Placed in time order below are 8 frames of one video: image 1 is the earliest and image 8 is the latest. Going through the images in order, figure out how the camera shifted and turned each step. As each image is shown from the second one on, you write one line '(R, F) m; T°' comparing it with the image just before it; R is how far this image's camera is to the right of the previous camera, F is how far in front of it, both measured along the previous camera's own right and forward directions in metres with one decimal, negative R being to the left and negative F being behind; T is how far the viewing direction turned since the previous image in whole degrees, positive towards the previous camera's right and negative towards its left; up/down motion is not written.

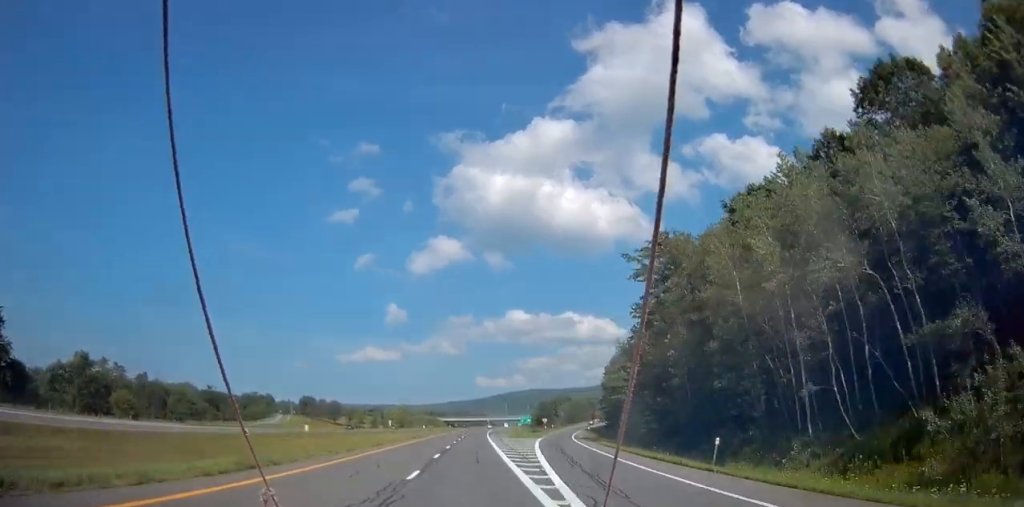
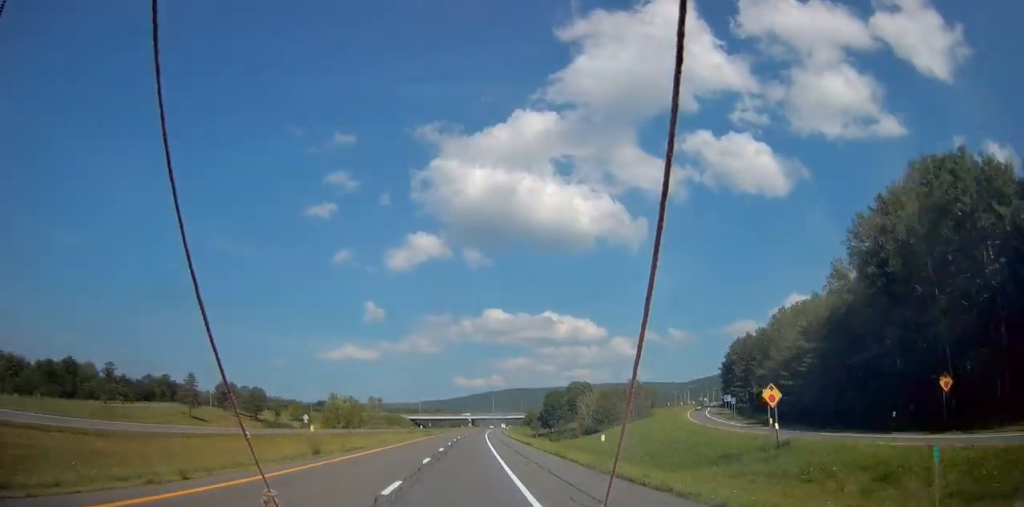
(+1.9, +112.8) m; +2°
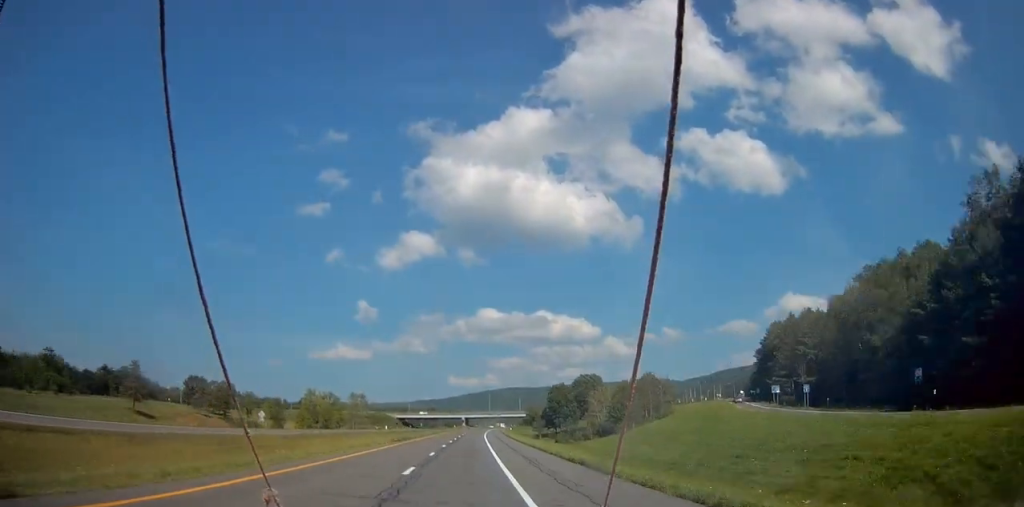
(+0.1, +31.4) m; +1°
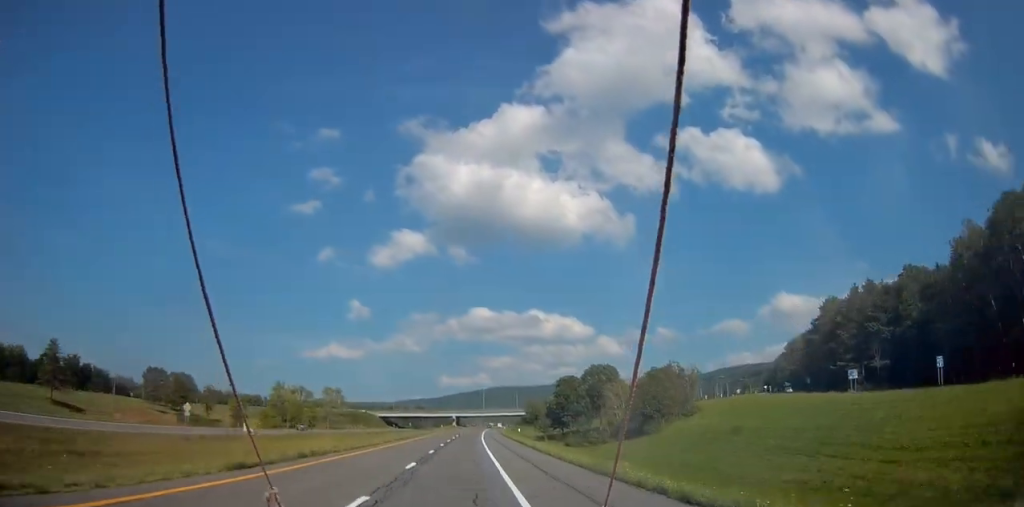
(+0.4, +33.5) m; +1°
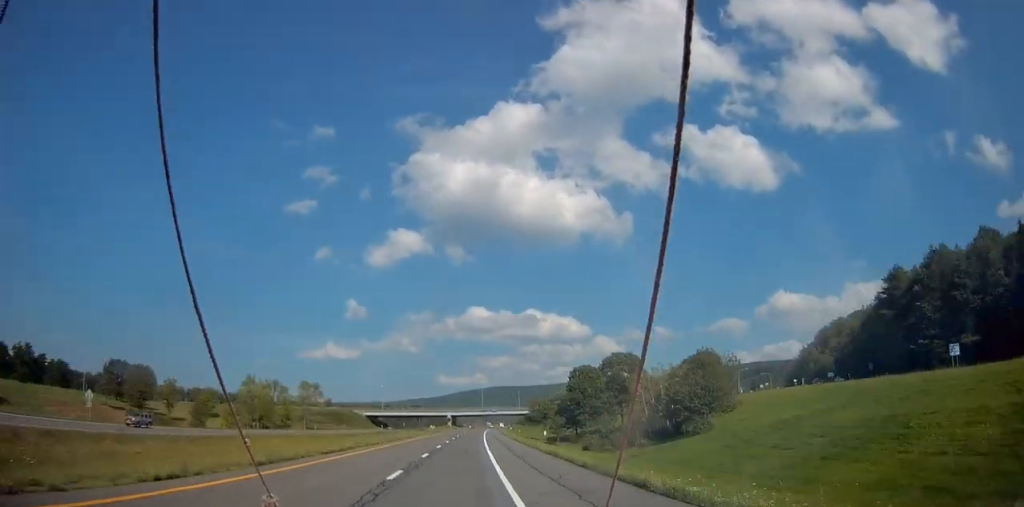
(+0.1, +28.7) m; 0°
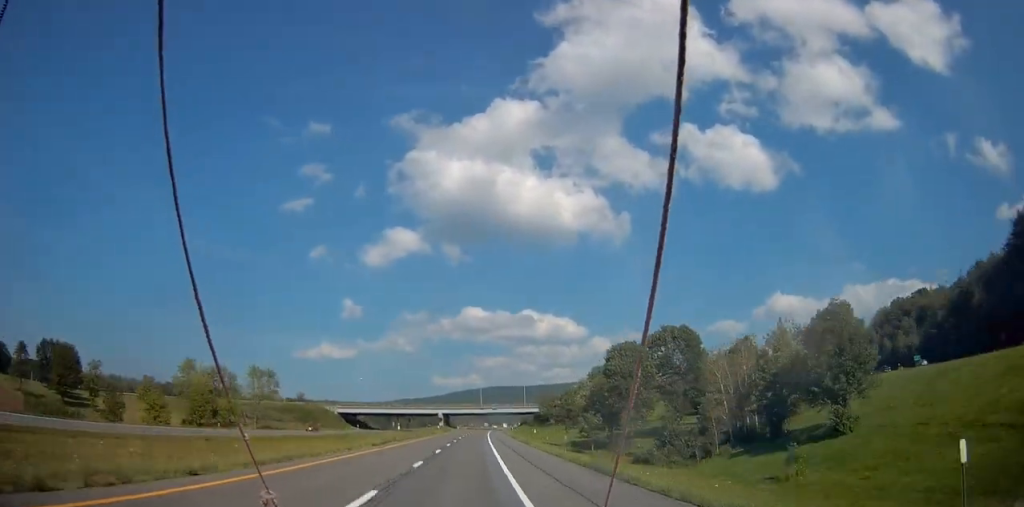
(+0.3, +43.6) m; +1°
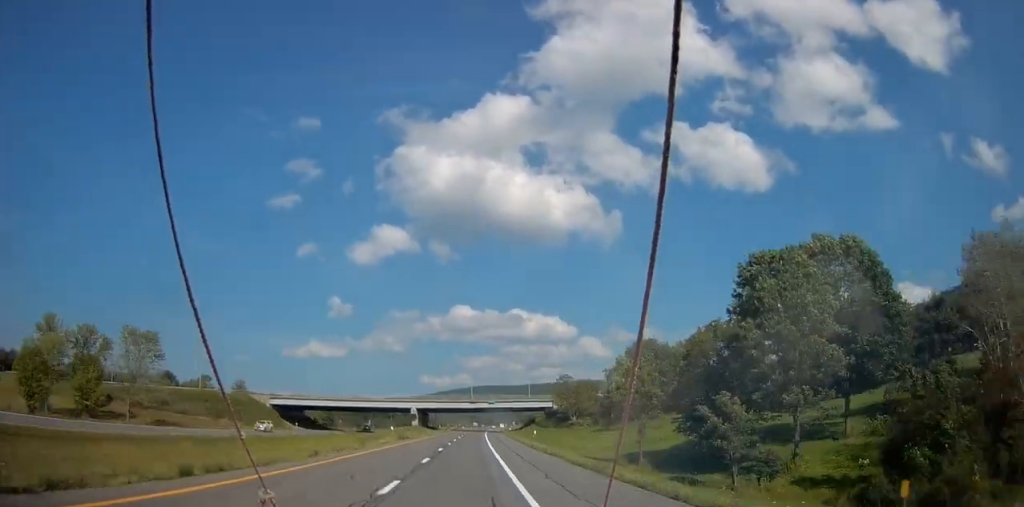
(+0.4, +57.8) m; +1°
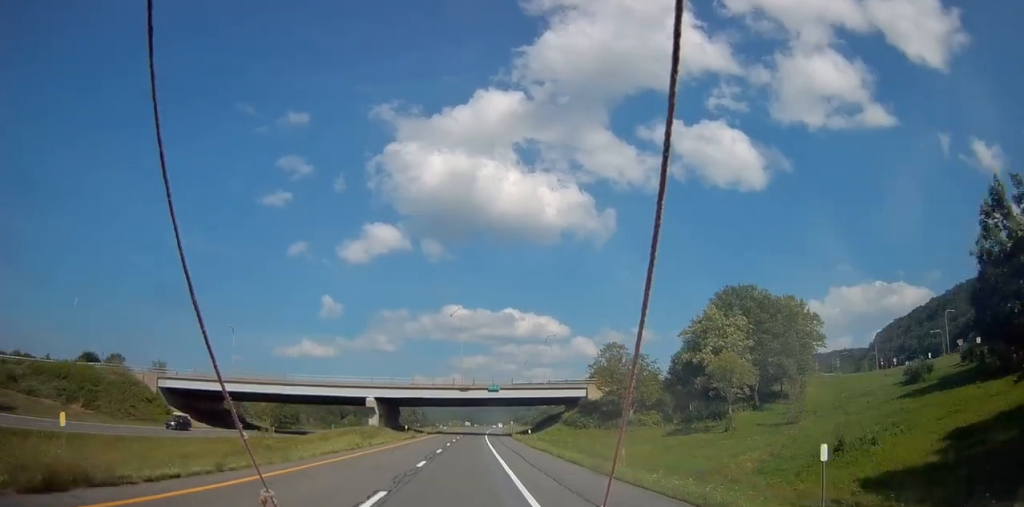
(+0.3, +50.4) m; +1°
